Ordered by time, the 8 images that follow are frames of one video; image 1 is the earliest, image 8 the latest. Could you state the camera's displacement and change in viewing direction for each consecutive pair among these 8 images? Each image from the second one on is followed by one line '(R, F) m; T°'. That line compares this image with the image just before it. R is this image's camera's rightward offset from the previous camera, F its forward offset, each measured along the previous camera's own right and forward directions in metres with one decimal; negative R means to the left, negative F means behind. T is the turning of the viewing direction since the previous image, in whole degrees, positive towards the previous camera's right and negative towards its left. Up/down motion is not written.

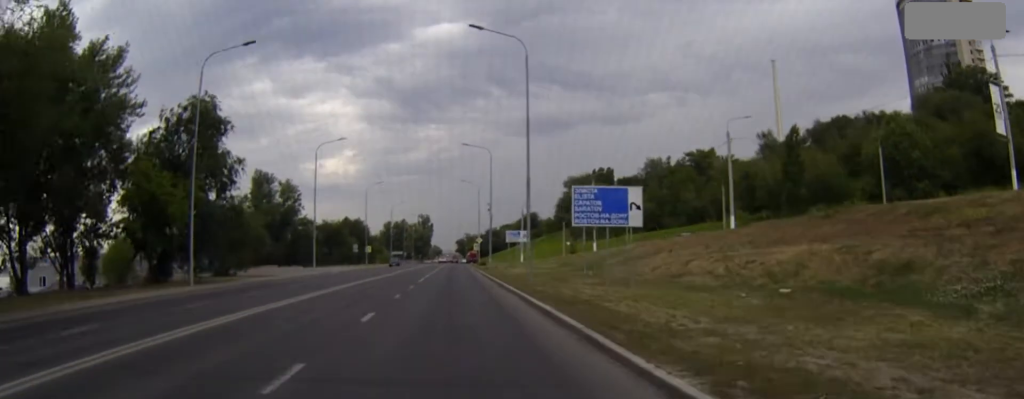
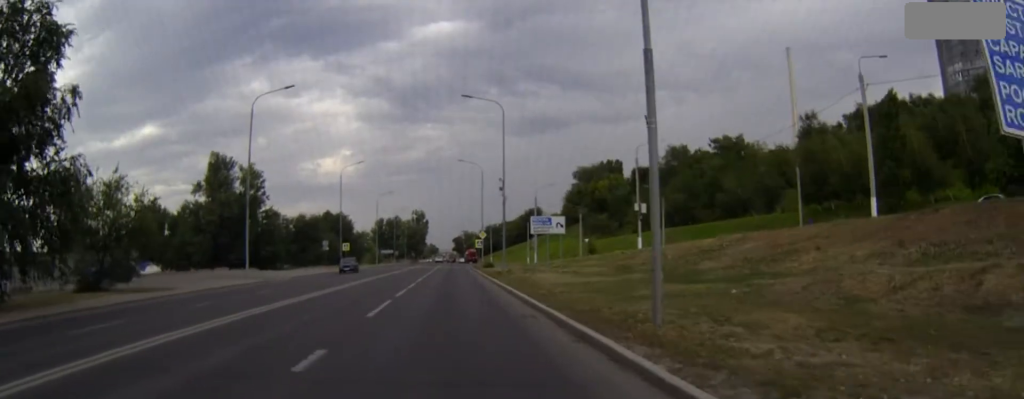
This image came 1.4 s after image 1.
(+0.1, +22.6) m; 0°
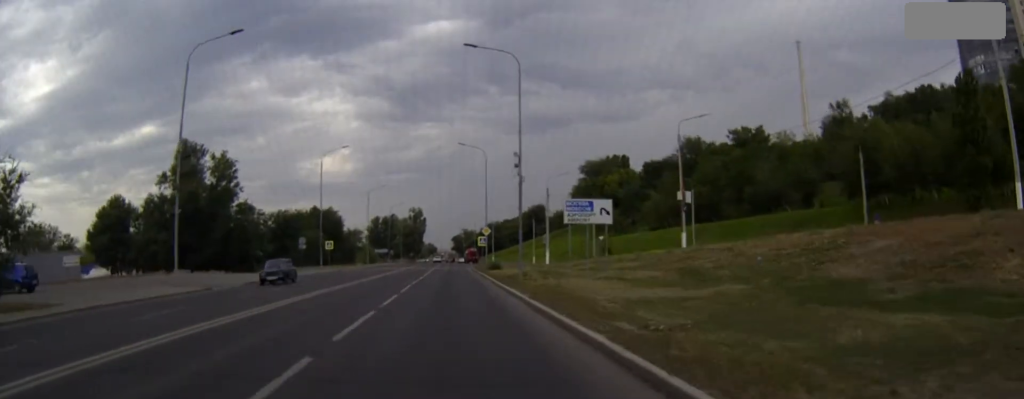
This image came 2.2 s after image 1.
(0.0, +12.9) m; 0°
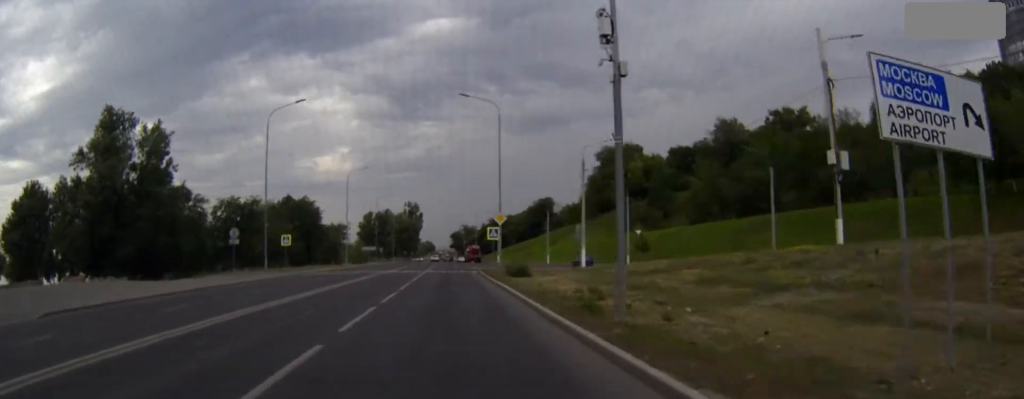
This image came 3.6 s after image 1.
(0.0, +22.7) m; 0°
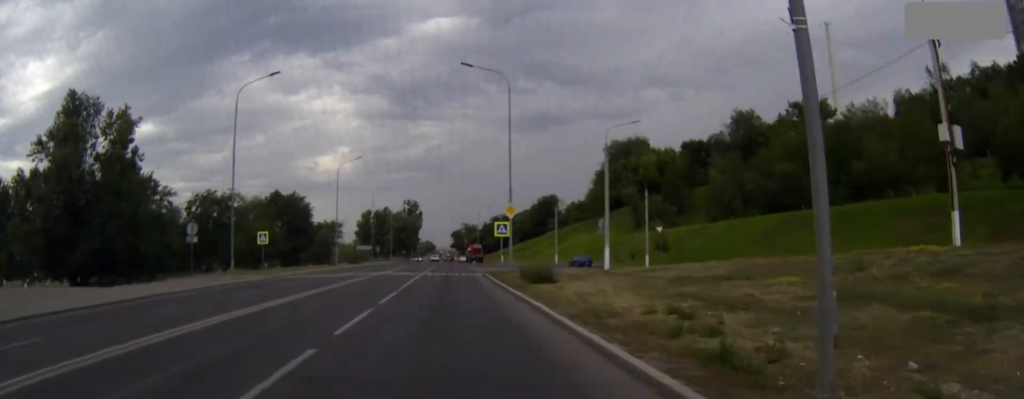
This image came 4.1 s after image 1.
(0.0, +8.6) m; 0°
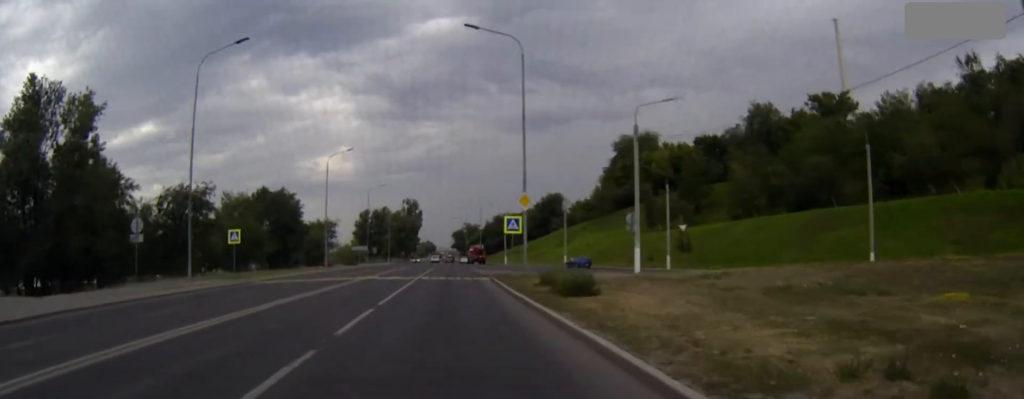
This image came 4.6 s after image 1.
(0.0, +8.0) m; 0°
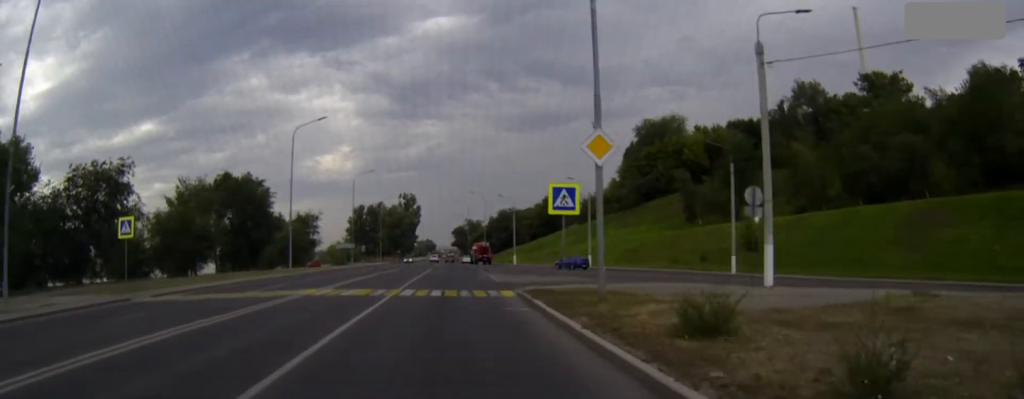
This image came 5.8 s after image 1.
(0.0, +17.8) m; 0°
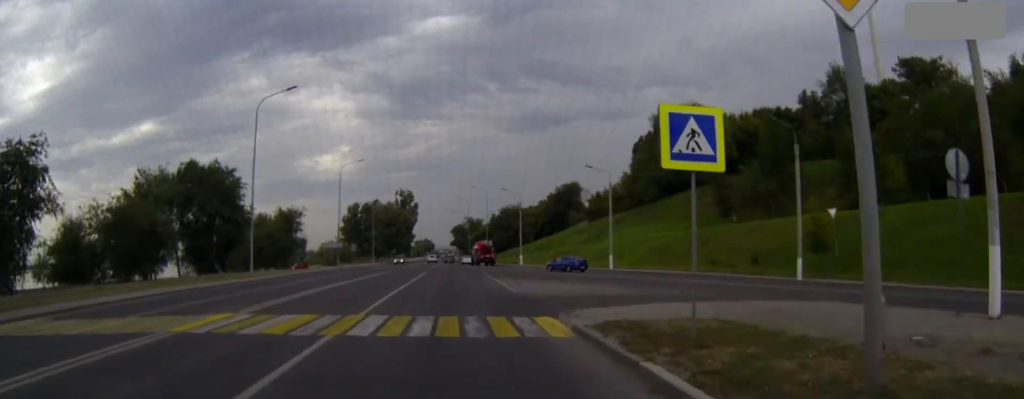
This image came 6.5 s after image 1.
(0.0, +11.8) m; 0°
